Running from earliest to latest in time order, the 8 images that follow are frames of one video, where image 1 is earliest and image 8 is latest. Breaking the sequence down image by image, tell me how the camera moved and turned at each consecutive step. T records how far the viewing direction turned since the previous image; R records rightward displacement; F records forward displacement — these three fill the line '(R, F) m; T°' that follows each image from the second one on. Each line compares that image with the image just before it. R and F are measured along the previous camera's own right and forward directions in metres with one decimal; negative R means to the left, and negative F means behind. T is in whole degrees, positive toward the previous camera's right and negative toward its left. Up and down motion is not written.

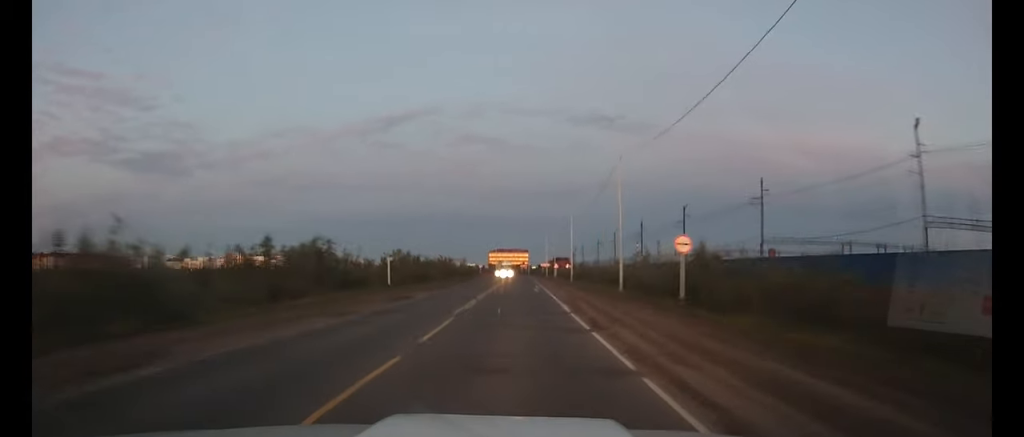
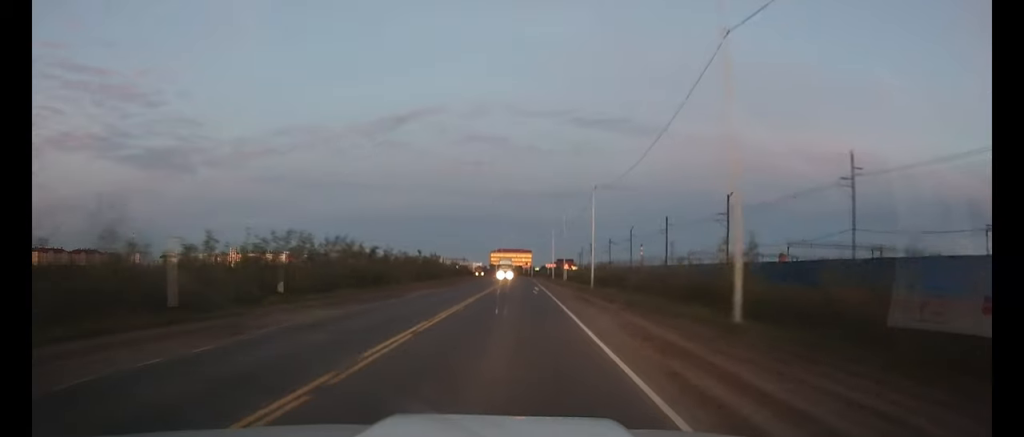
(0.0, +20.3) m; 0°
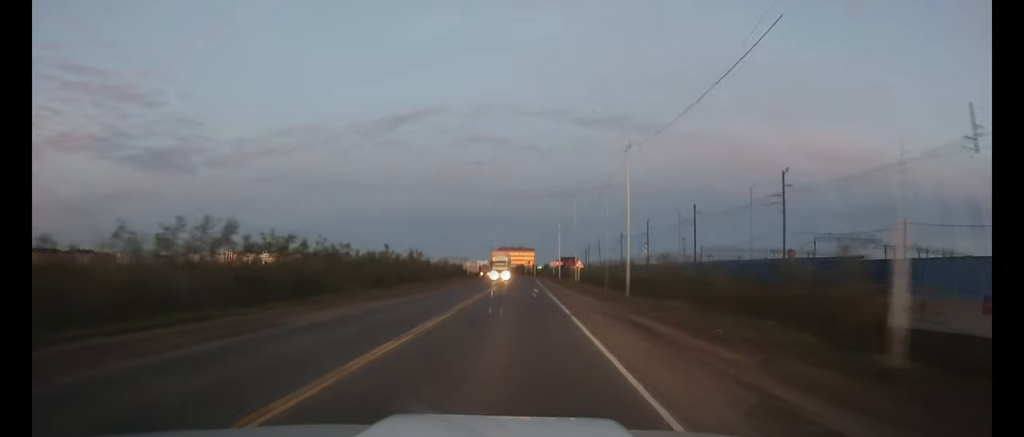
(0.0, +17.4) m; 0°
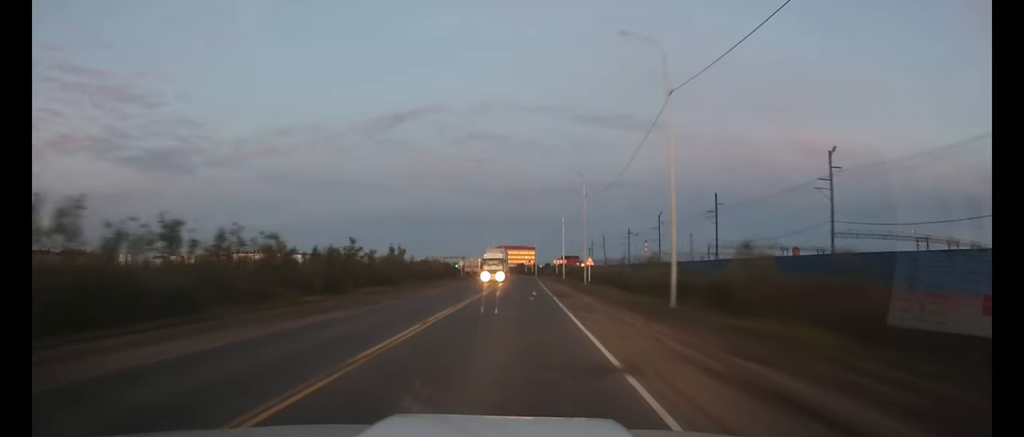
(0.0, +10.6) m; 0°
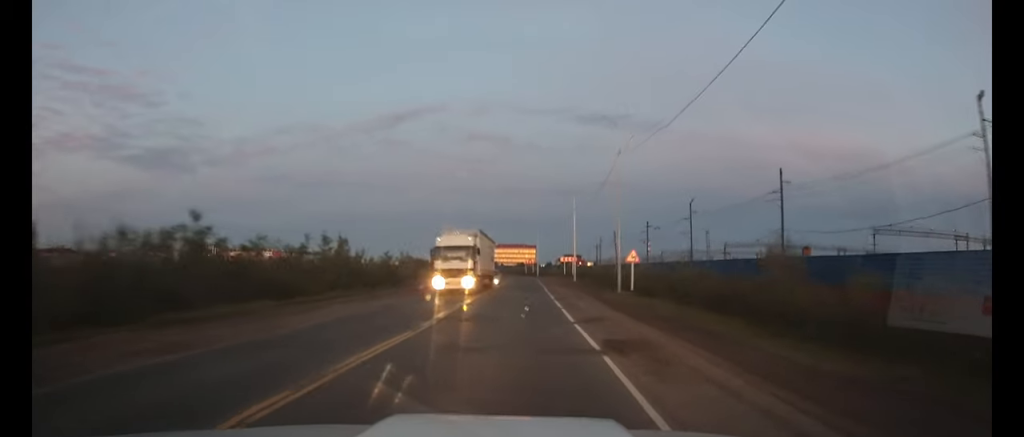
(0.0, +21.7) m; 0°
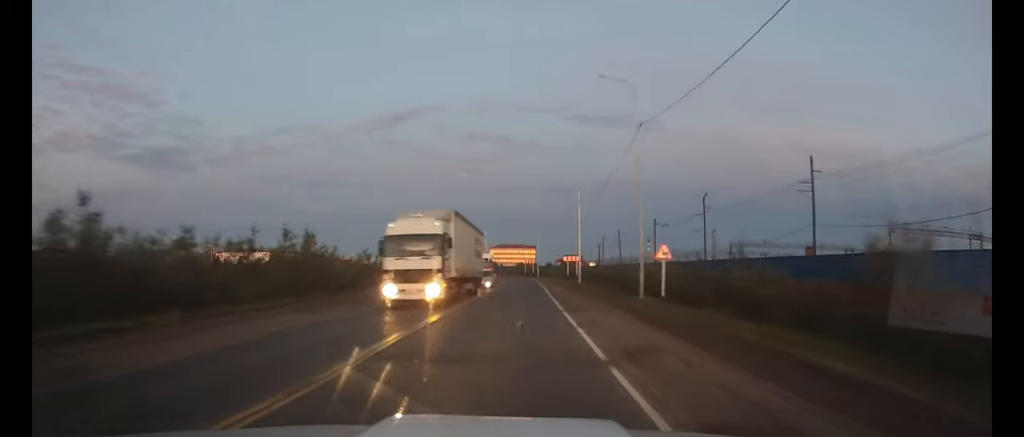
(0.0, +7.2) m; 0°
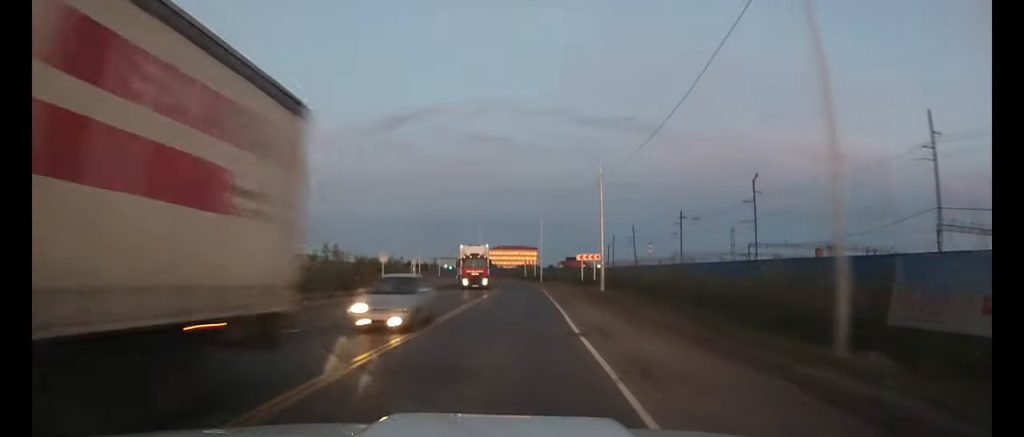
(0.0, +19.0) m; 0°
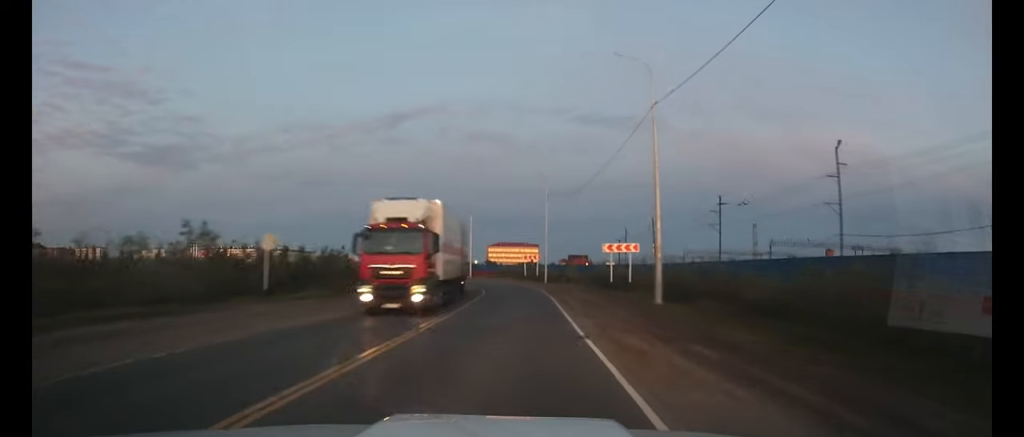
(0.0, +18.9) m; -1°
